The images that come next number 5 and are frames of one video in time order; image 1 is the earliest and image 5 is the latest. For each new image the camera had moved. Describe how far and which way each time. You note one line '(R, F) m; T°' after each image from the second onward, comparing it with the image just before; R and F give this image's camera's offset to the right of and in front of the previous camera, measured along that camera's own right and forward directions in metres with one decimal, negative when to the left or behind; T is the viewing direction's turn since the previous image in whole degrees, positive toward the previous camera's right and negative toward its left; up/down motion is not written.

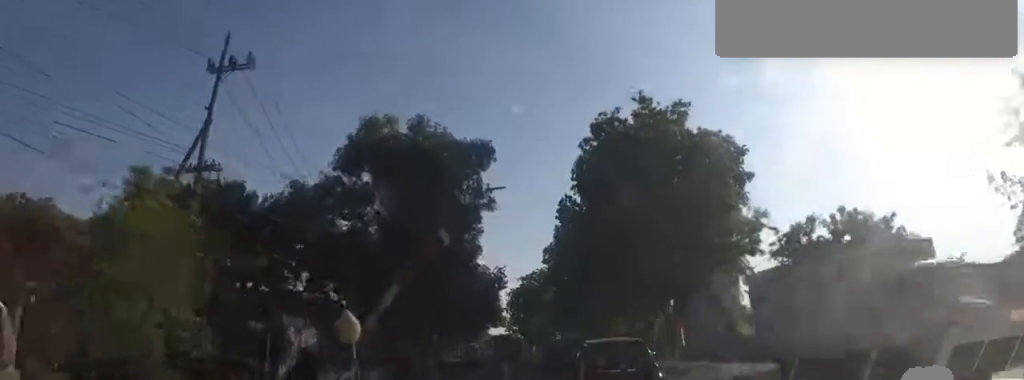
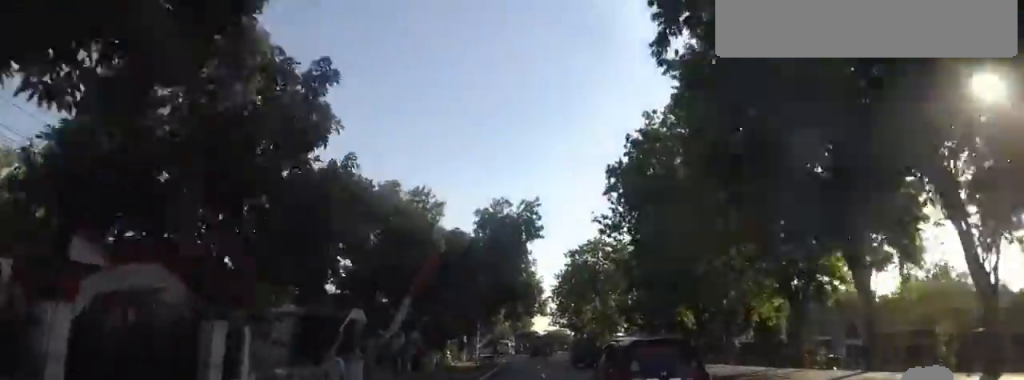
(+0.2, +23.0) m; 0°
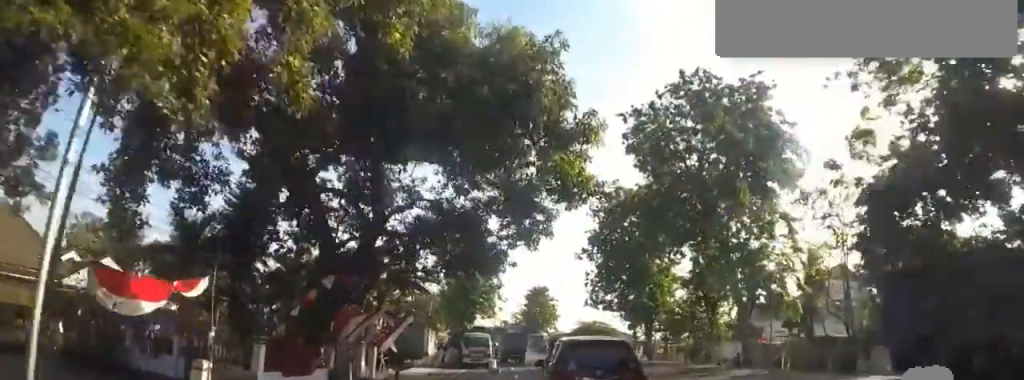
(-2.0, +37.9) m; +1°
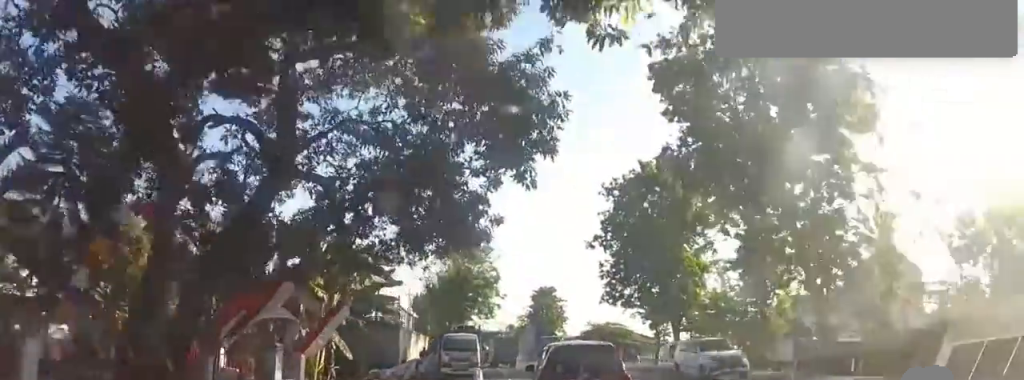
(+0.7, +7.1) m; 0°
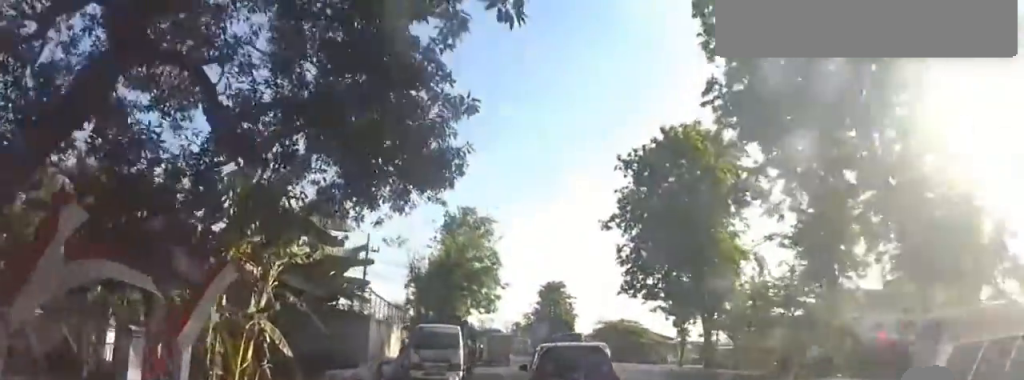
(-0.5, +5.2) m; -6°
